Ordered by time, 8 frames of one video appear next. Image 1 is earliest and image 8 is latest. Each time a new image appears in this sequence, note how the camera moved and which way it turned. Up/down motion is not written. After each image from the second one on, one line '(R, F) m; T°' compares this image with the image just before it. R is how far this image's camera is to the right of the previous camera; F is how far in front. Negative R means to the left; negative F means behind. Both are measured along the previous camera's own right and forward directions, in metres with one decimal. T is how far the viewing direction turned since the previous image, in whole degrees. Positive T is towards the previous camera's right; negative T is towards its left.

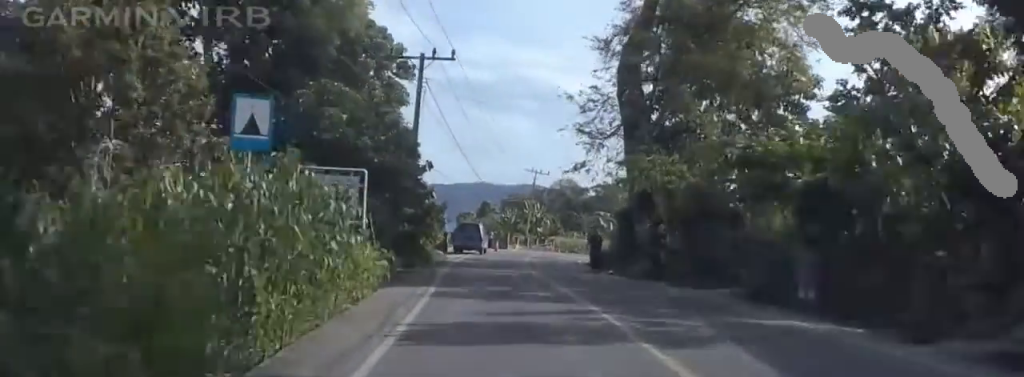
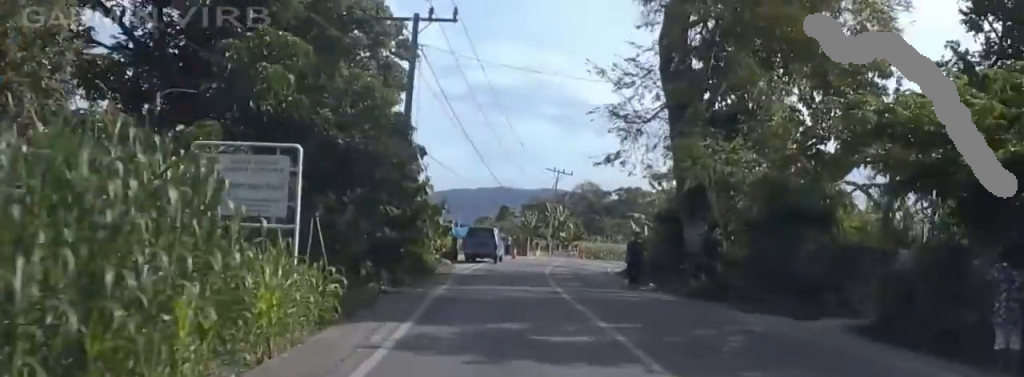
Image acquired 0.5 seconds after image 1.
(0.0, +6.4) m; -2°
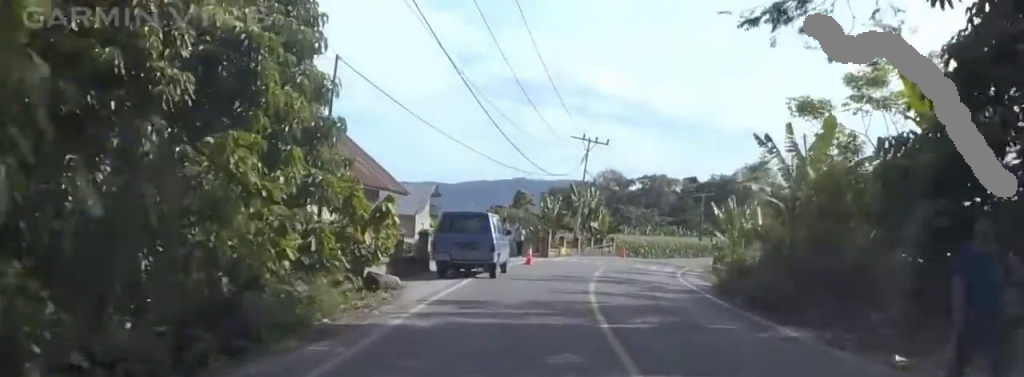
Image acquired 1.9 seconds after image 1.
(-1.1, +19.5) m; -2°
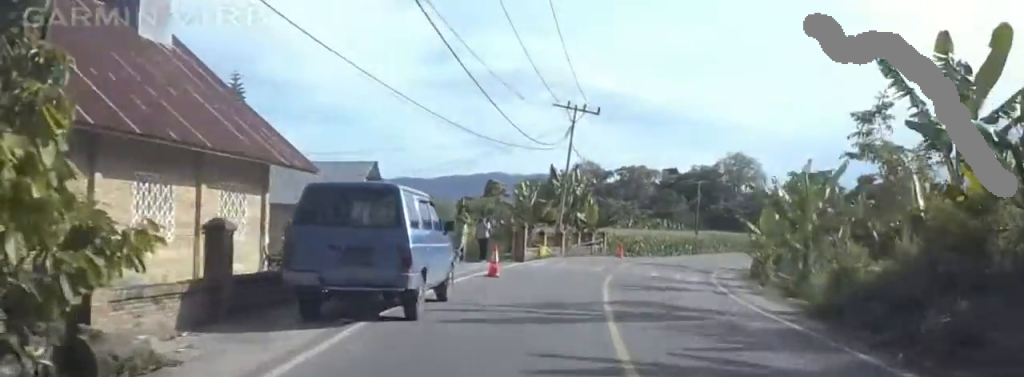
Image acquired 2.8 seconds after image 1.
(+0.8, +12.5) m; +4°
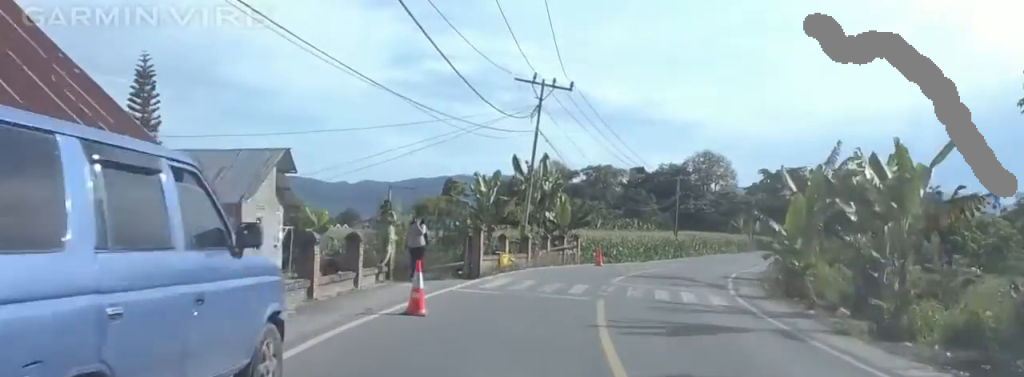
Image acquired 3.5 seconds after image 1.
(+0.1, +8.7) m; +1°
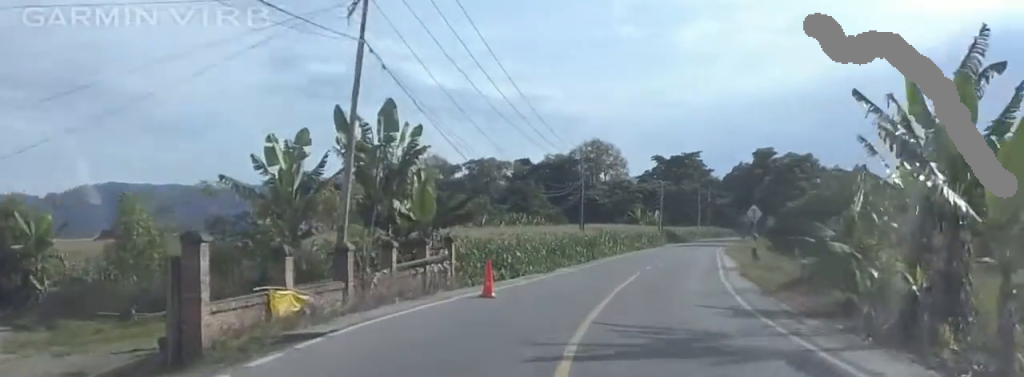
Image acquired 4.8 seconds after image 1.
(+0.2, +18.6) m; +9°
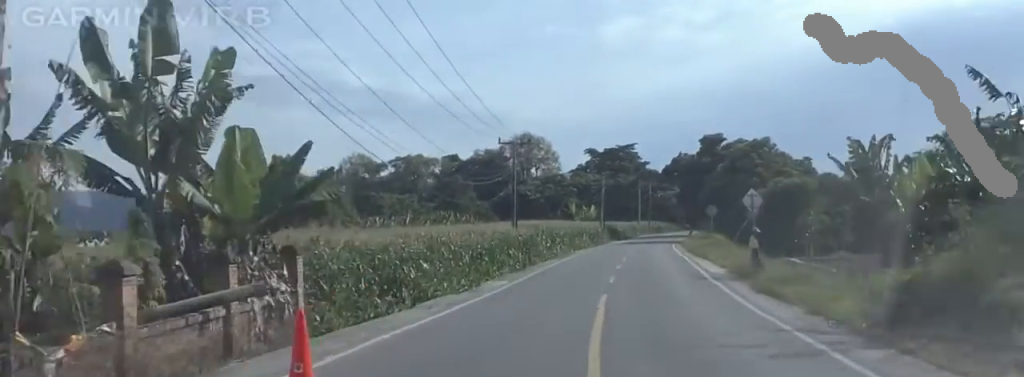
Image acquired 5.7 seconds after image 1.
(+1.6, +11.8) m; +3°
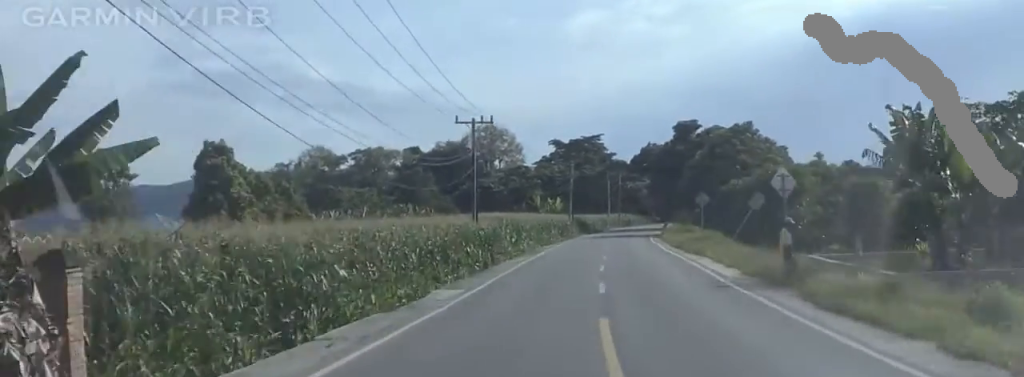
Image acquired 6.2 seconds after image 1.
(0.0, +7.5) m; +1°
